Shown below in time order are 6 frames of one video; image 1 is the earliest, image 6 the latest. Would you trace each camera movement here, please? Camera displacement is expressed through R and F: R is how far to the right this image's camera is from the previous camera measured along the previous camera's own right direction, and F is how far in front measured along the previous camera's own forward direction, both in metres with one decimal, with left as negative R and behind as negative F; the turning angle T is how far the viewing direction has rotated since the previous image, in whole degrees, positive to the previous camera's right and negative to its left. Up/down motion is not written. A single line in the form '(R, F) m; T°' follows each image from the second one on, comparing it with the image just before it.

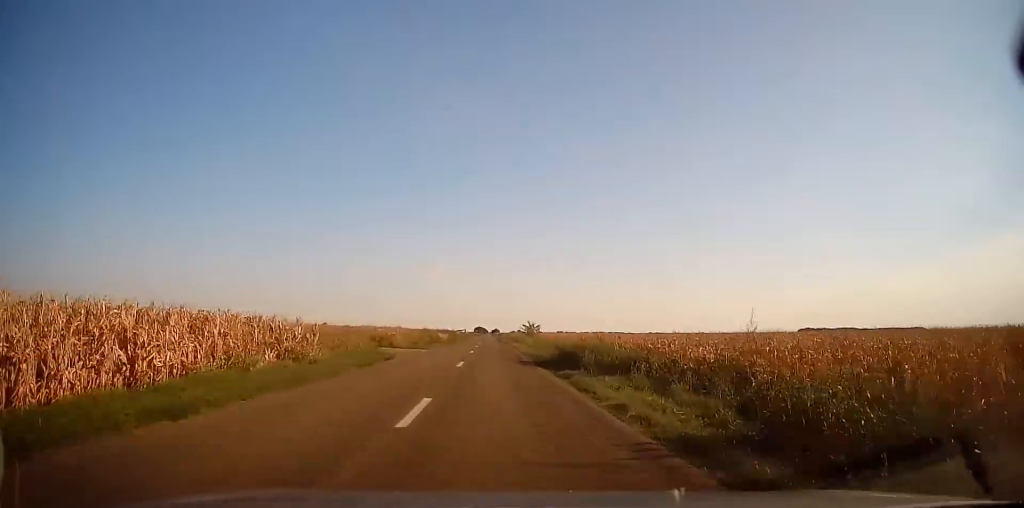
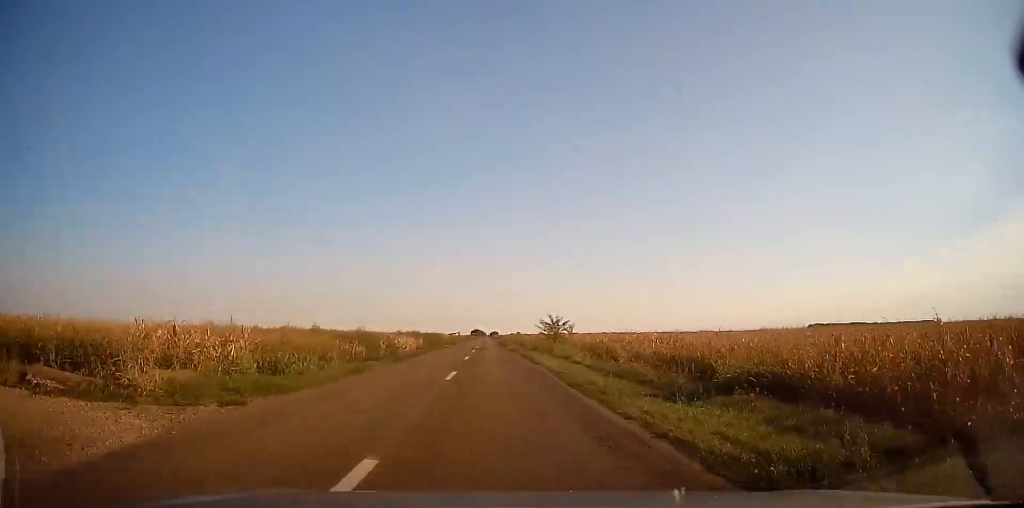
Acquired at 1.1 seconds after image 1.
(+0.2, +28.5) m; 0°
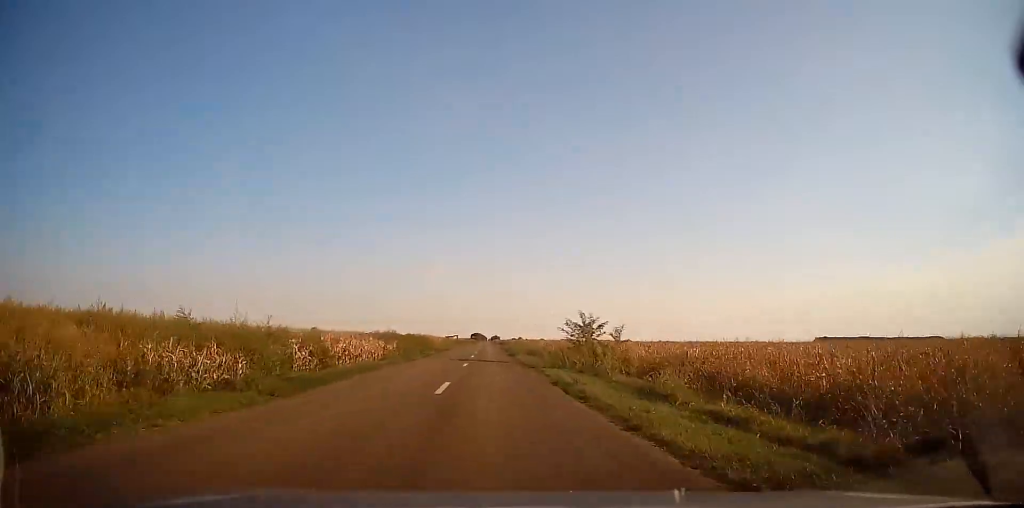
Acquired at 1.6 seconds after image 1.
(0.0, +14.7) m; 0°
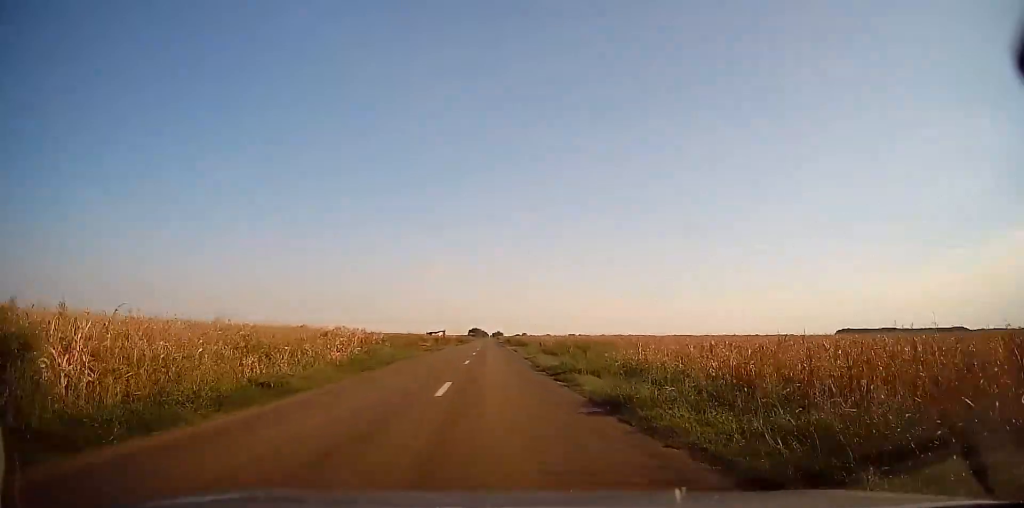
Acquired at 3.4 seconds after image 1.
(-0.9, +48.6) m; -1°
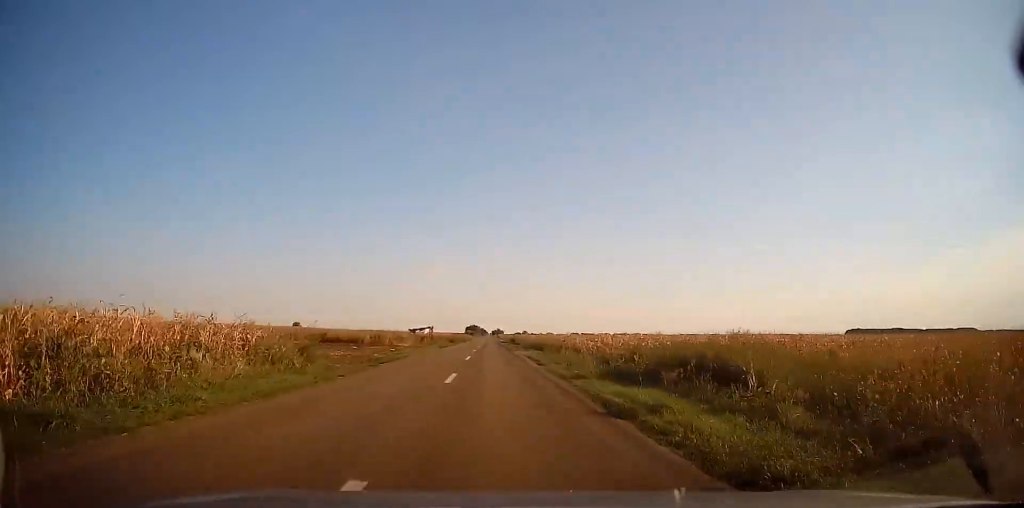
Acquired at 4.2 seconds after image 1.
(+0.4, +21.4) m; +1°
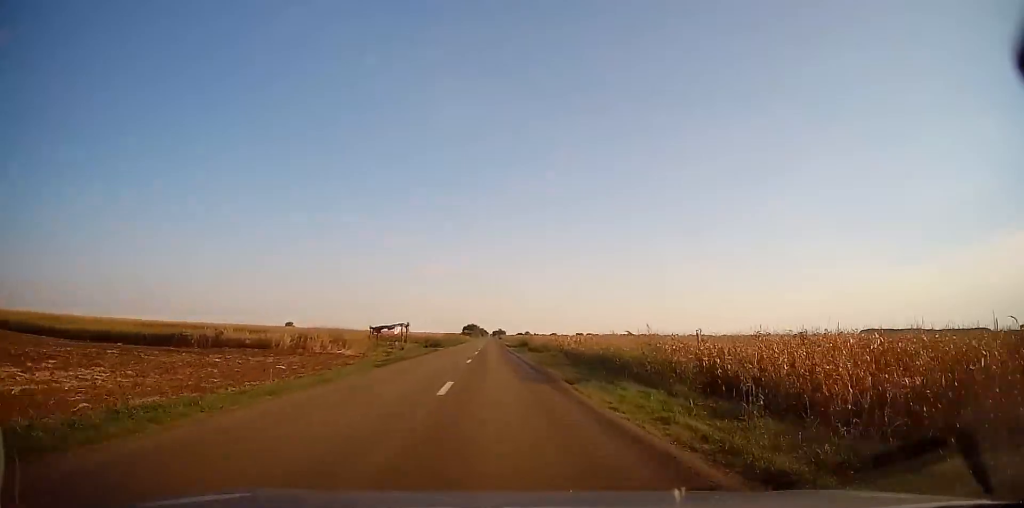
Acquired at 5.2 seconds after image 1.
(+0.1, +26.5) m; 0°
